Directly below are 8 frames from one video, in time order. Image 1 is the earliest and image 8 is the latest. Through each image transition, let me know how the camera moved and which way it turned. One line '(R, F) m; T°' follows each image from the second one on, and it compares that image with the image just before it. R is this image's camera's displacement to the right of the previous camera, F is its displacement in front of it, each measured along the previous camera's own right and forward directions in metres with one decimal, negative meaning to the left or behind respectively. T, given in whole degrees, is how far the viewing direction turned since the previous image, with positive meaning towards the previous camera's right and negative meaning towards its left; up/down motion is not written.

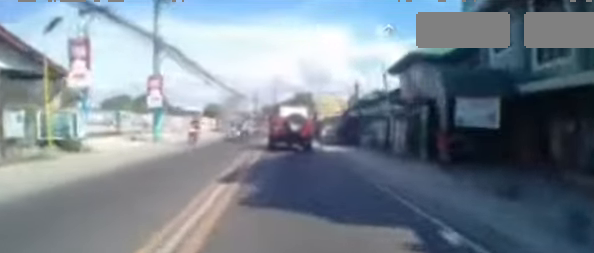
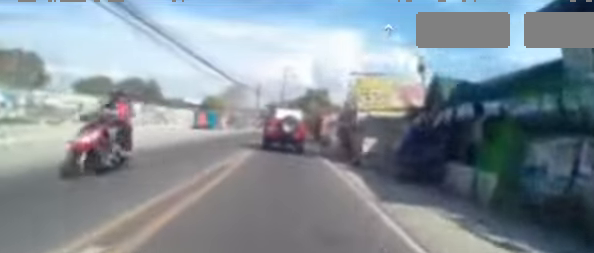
(-0.3, +11.9) m; +1°
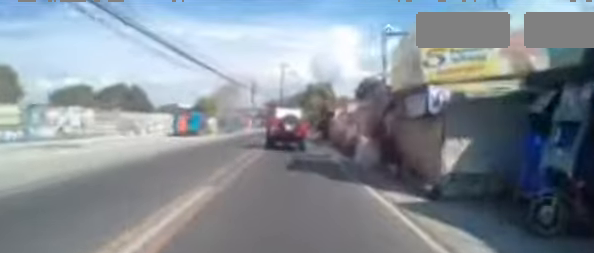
(0.0, +6.2) m; 0°
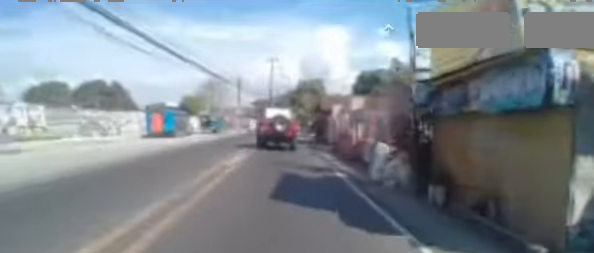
(0.0, +3.0) m; -1°
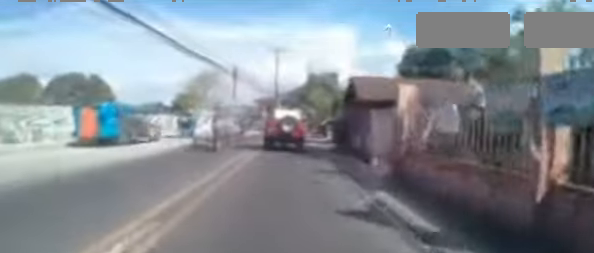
(-0.2, +8.8) m; -1°
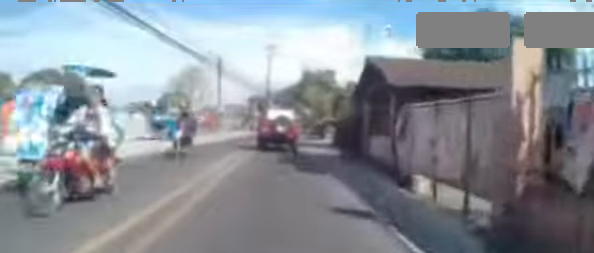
(0.0, +3.7) m; 0°
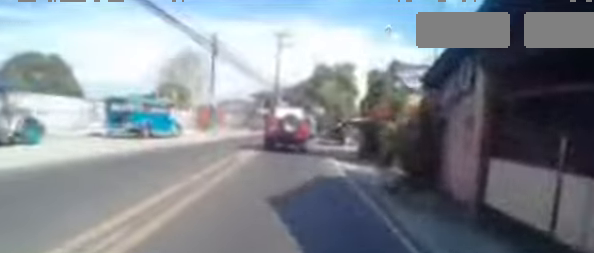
(+0.1, +5.9) m; +1°
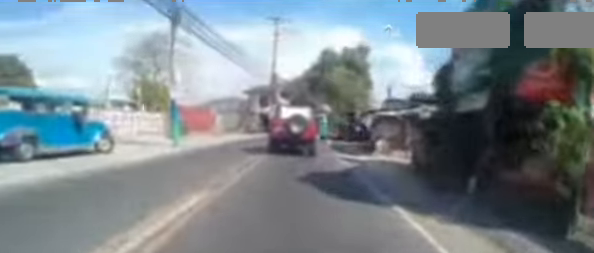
(0.0, +6.9) m; 0°
